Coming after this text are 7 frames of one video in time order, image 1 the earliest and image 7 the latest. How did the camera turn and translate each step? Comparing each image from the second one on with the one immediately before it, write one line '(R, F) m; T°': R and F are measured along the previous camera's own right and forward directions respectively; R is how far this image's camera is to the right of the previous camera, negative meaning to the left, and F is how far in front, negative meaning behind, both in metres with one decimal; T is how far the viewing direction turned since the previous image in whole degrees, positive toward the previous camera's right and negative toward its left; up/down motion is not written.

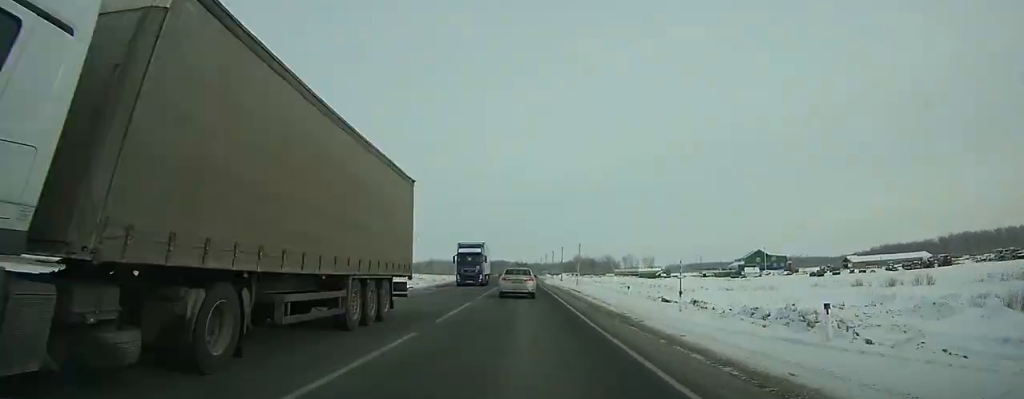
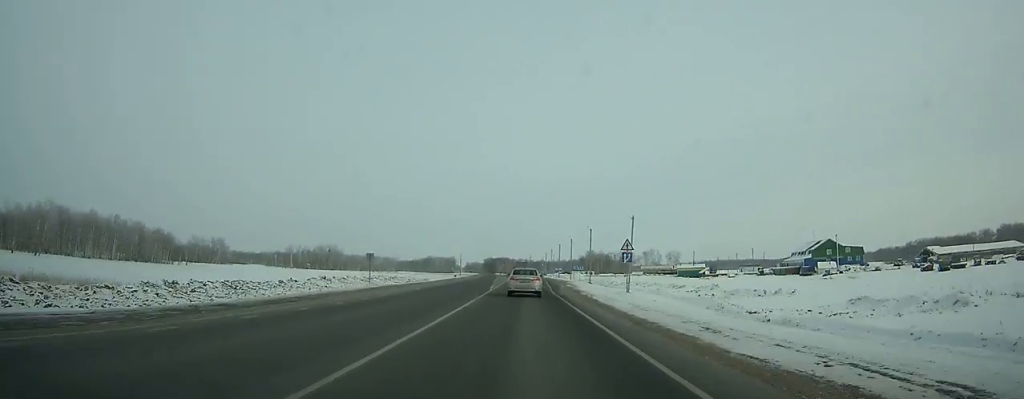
(-0.2, +59.3) m; 0°
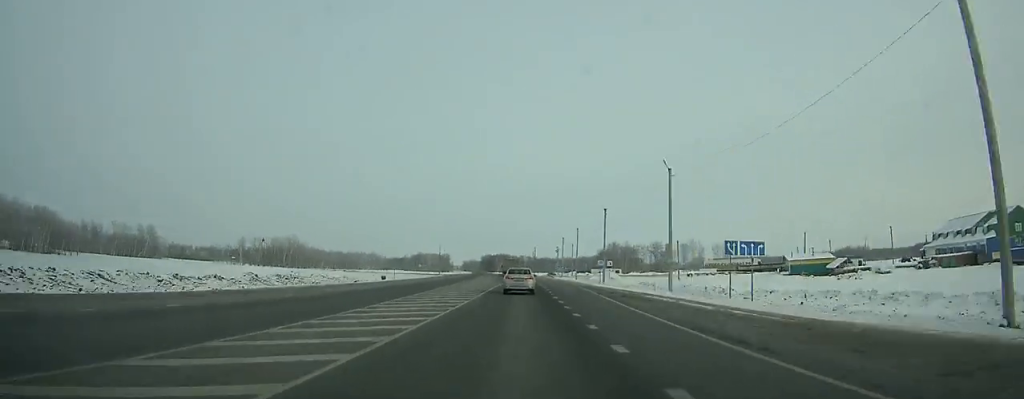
(-0.5, +87.5) m; -1°
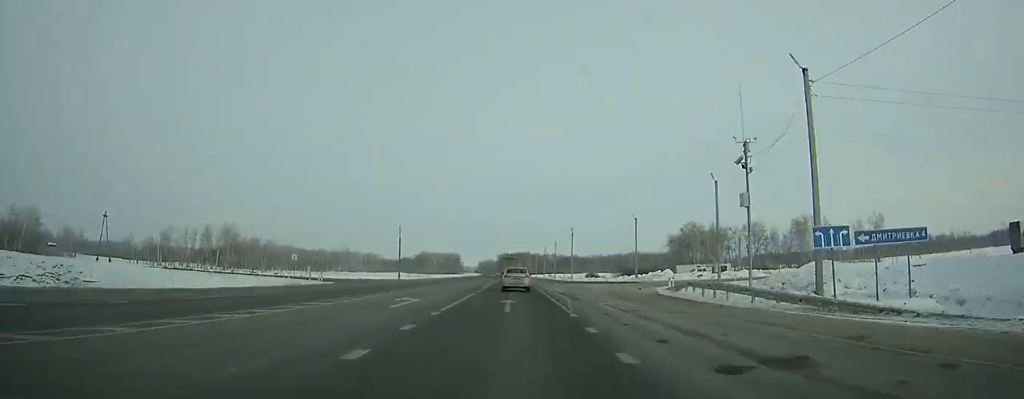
(-1.7, +108.1) m; -2°
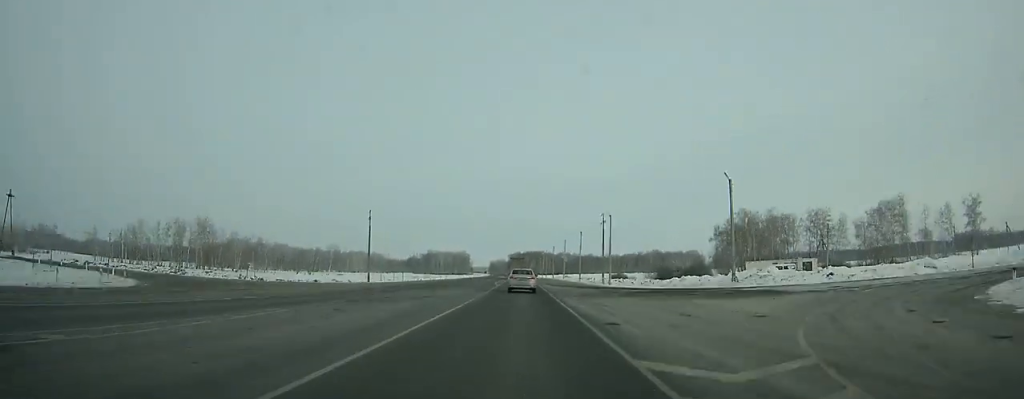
(0.0, +35.6) m; -1°
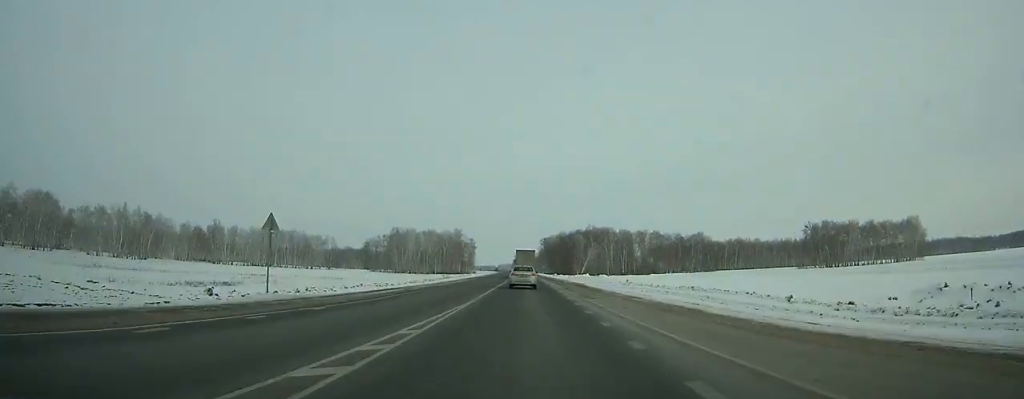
(-7.8, +258.0) m; -3°
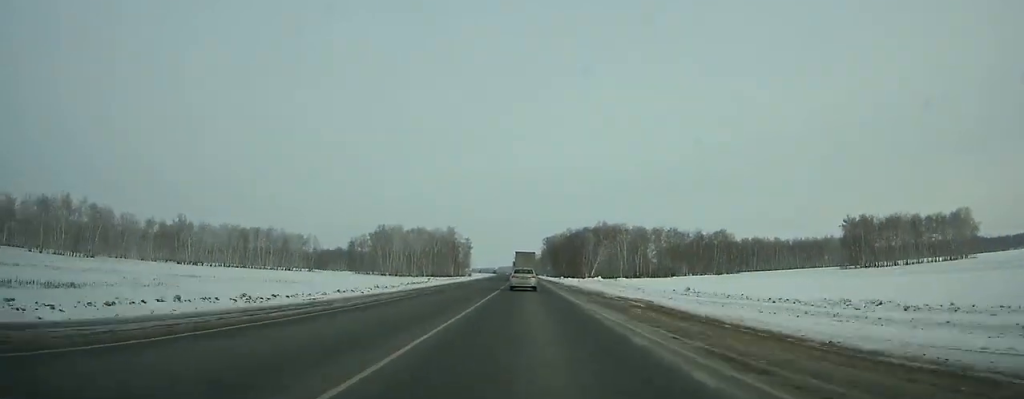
(+0.1, +32.3) m; 0°
